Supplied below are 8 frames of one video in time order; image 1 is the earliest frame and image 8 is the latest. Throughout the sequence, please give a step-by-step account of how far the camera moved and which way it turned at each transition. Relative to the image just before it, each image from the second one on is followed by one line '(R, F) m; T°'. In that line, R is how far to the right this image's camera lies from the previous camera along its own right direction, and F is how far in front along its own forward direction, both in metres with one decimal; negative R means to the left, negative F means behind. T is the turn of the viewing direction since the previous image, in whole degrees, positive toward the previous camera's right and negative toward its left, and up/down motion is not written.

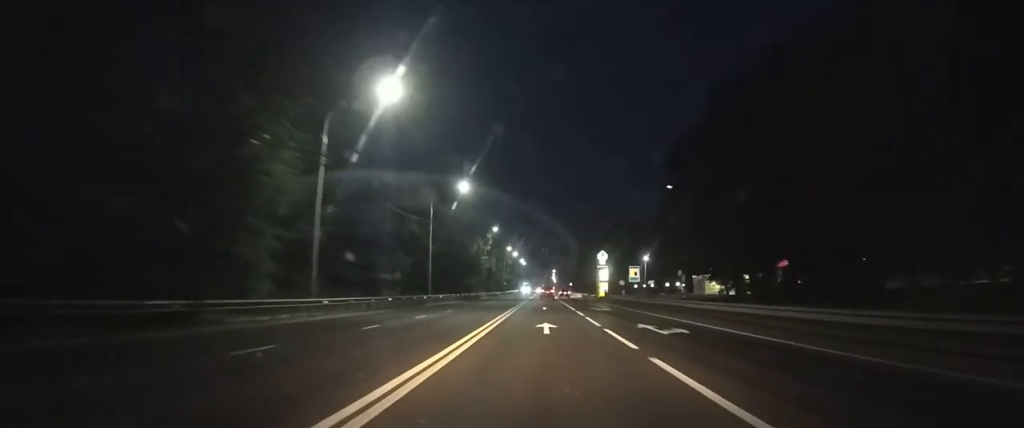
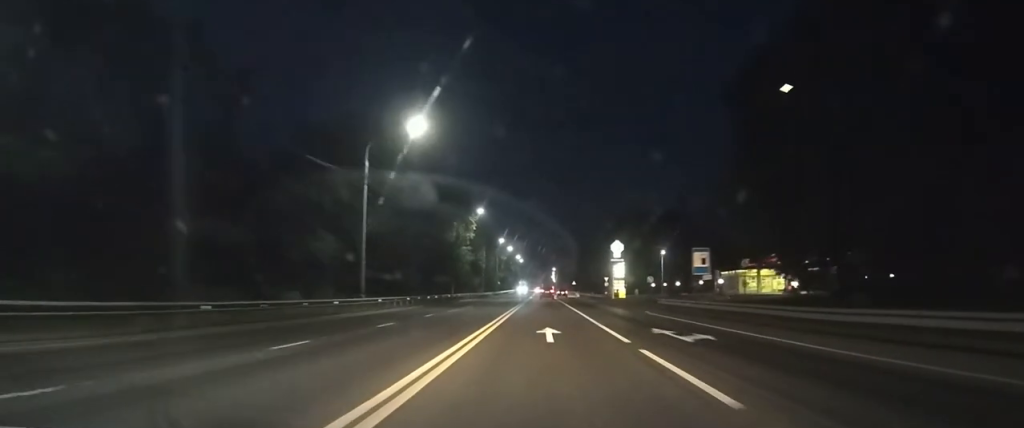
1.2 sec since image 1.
(-0.1, +20.9) m; 0°
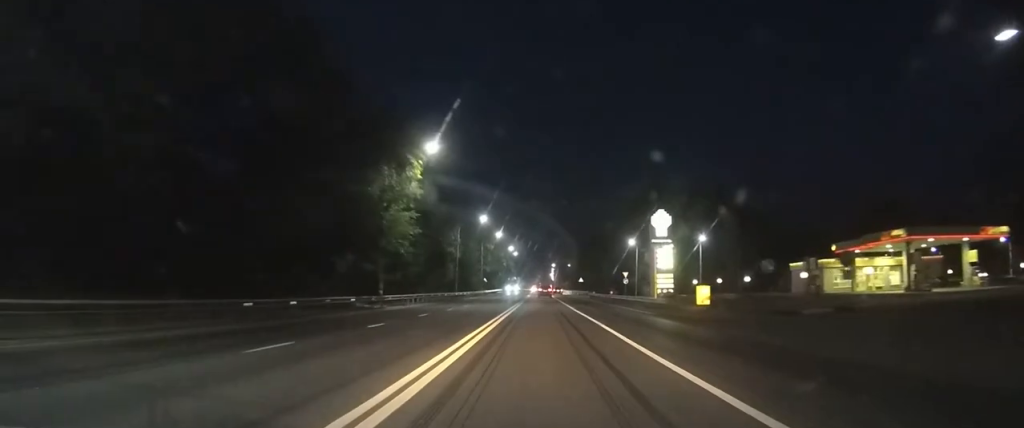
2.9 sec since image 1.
(+0.2, +32.5) m; 0°
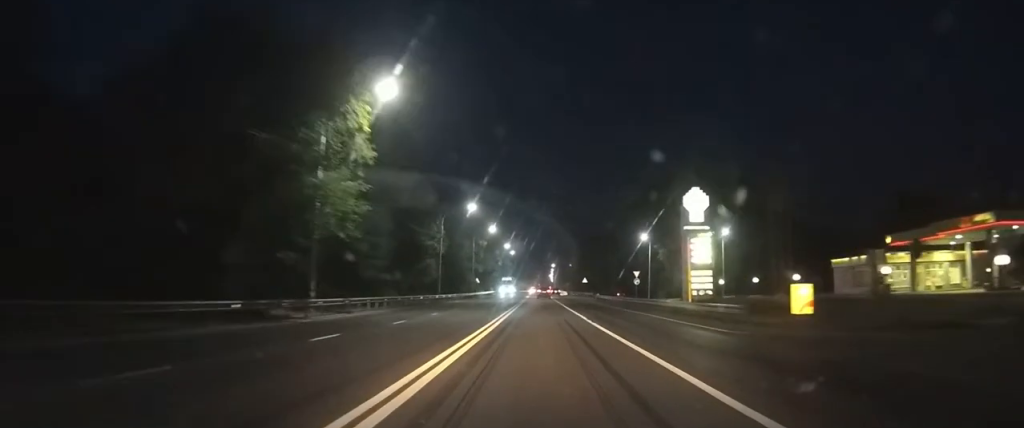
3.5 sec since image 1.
(0.0, +14.1) m; 0°
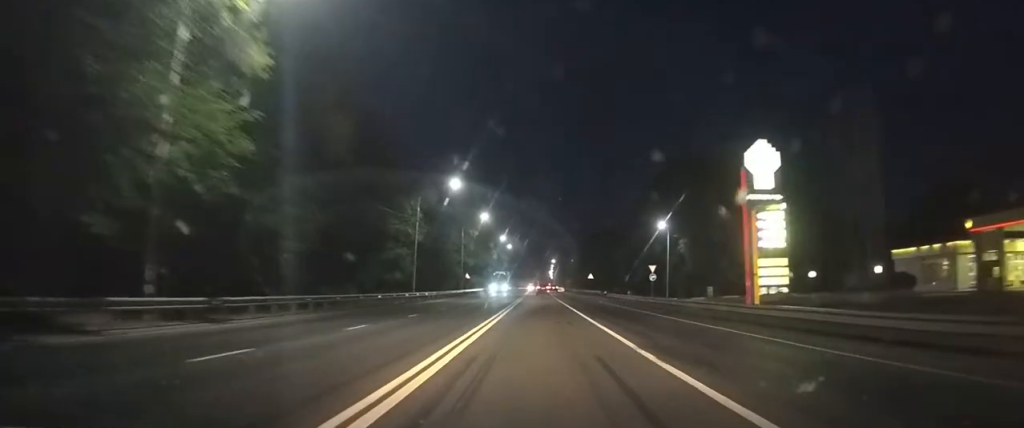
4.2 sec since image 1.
(-0.1, +14.7) m; 0°
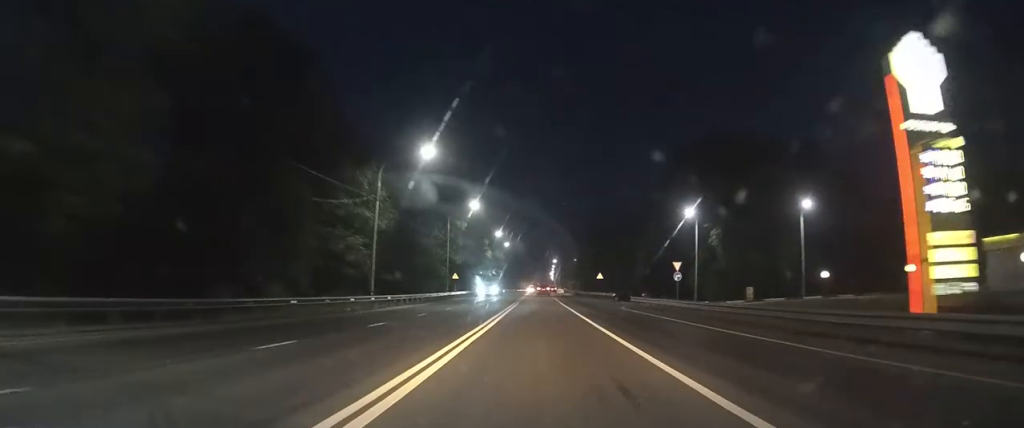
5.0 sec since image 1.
(0.0, +14.5) m; 0°
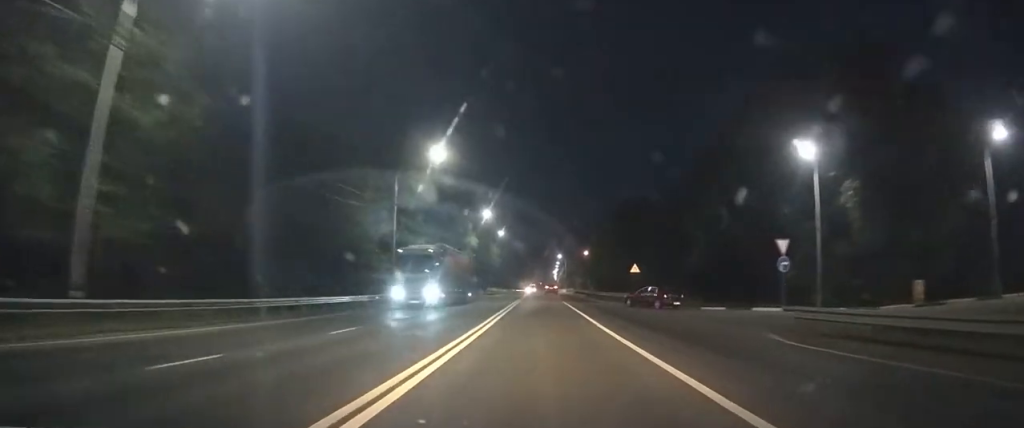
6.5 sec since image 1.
(-0.3, +28.4) m; -1°
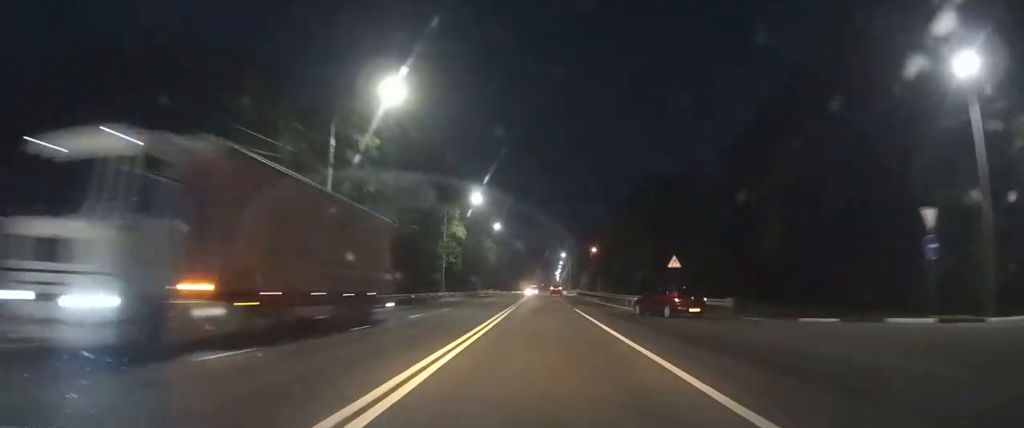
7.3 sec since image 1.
(0.0, +14.7) m; +1°
